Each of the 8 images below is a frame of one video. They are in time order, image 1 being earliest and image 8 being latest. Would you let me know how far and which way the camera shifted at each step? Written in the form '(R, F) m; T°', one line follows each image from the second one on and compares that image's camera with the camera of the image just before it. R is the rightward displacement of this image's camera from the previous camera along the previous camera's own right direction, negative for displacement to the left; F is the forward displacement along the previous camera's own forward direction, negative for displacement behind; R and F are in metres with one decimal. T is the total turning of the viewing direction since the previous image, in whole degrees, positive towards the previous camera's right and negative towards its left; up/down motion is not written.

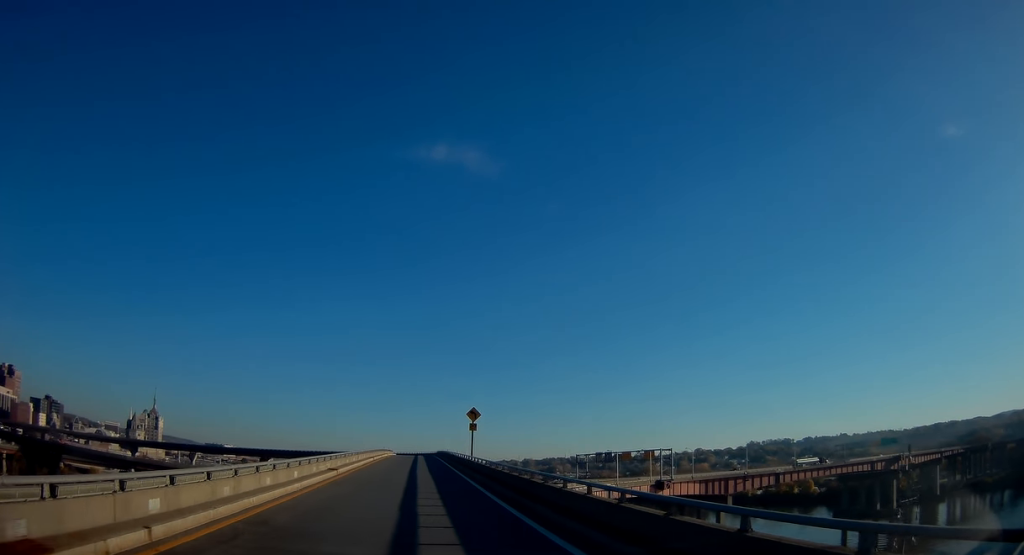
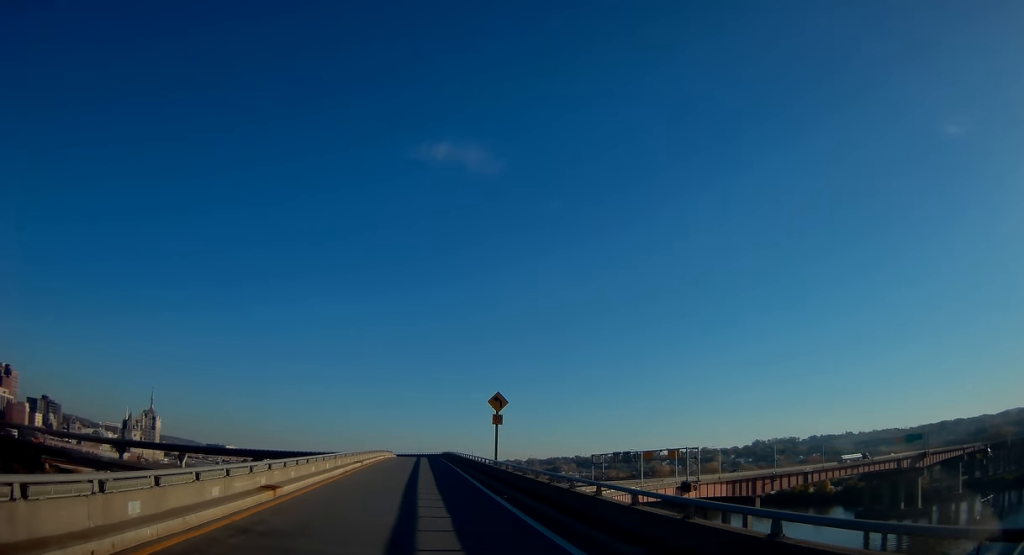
(+0.1, +14.6) m; 0°
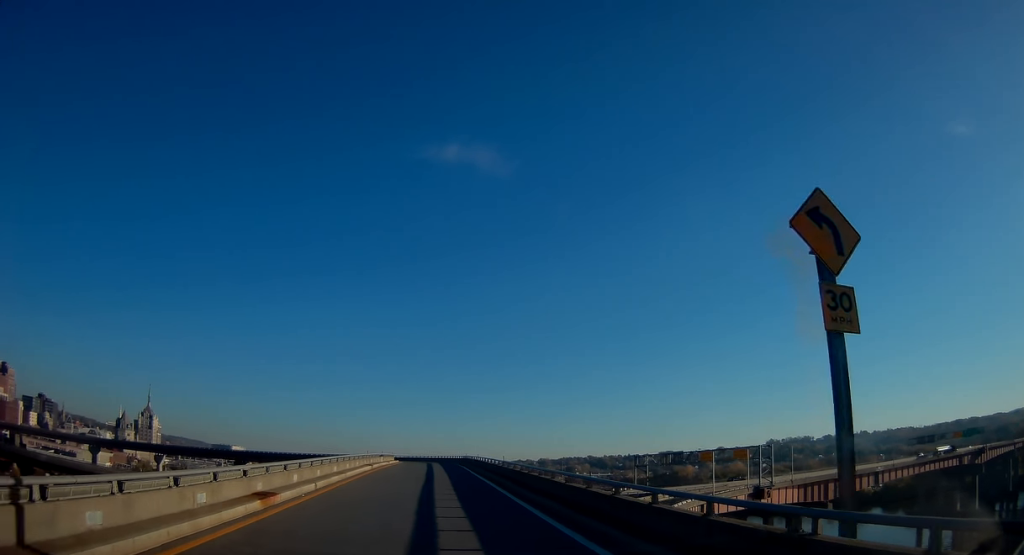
(-0.4, +29.8) m; -1°
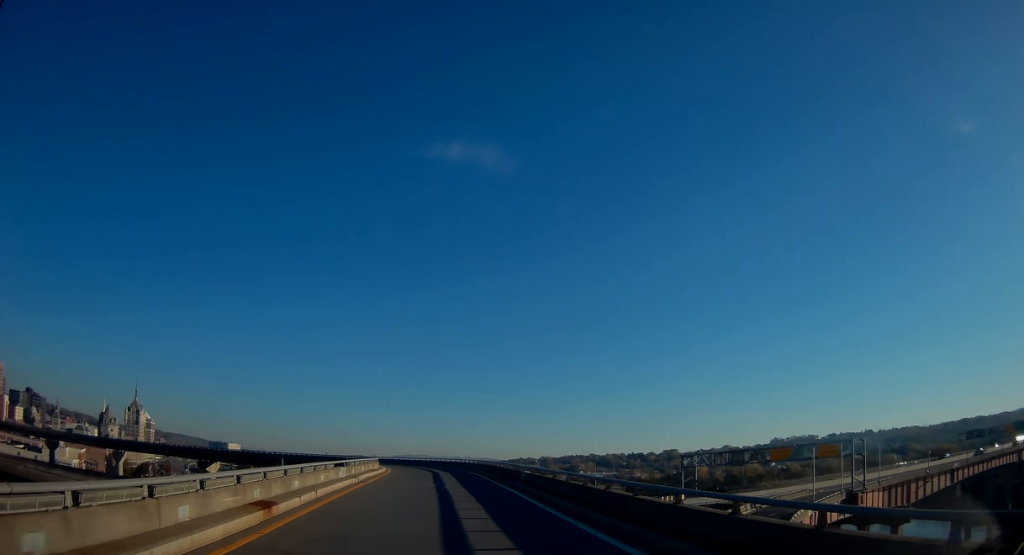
(-0.4, +29.7) m; 0°
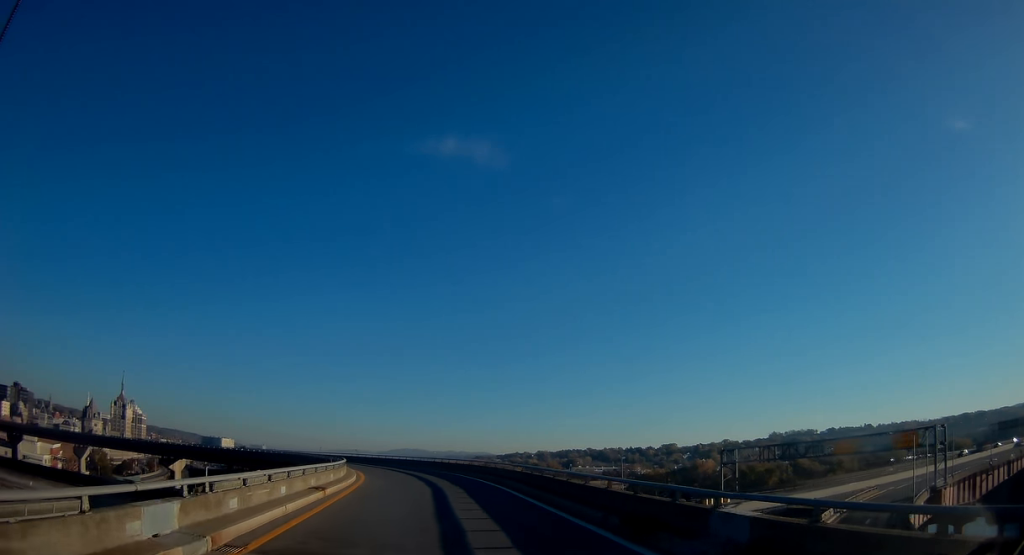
(+0.3, +20.5) m; 0°
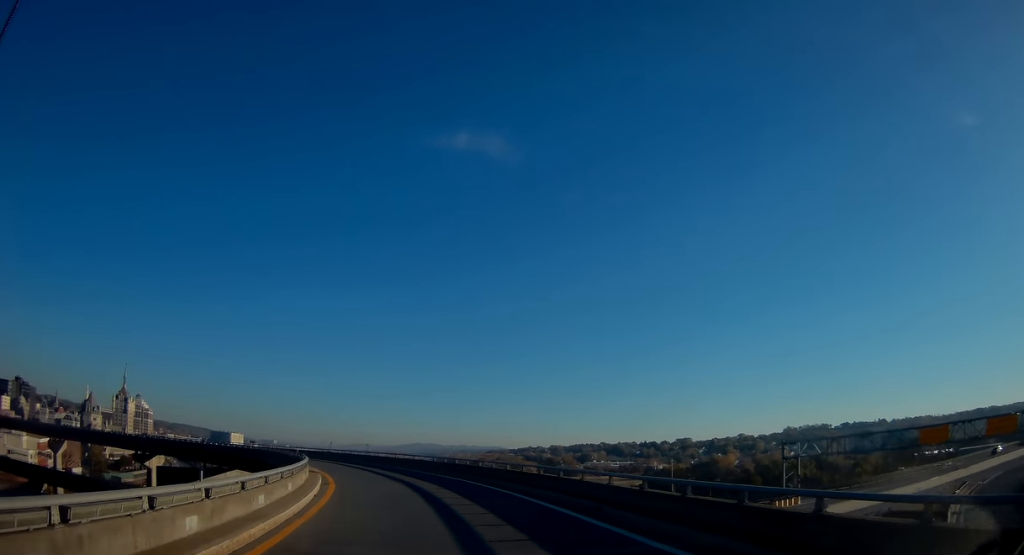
(-0.1, +17.4) m; -2°
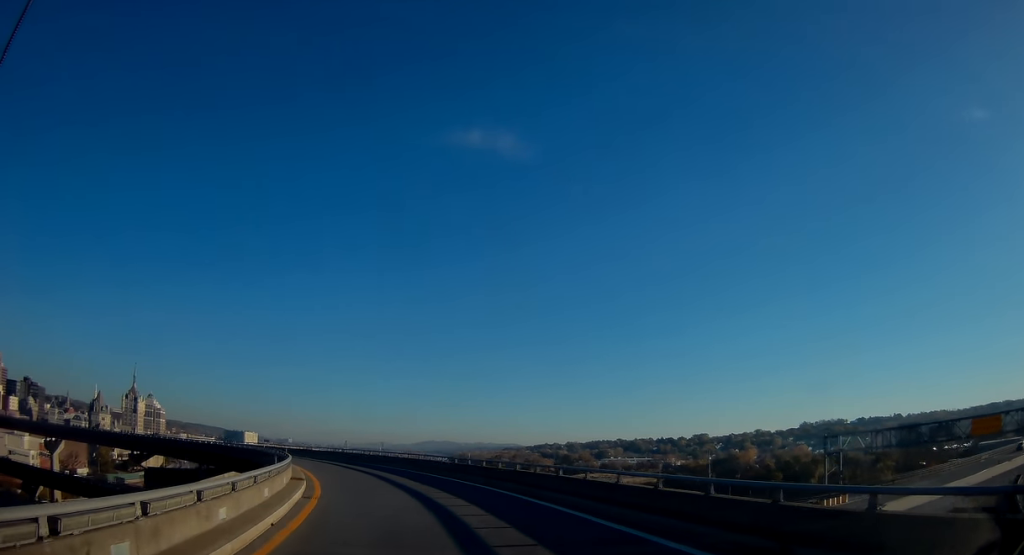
(-0.1, +7.5) m; -2°
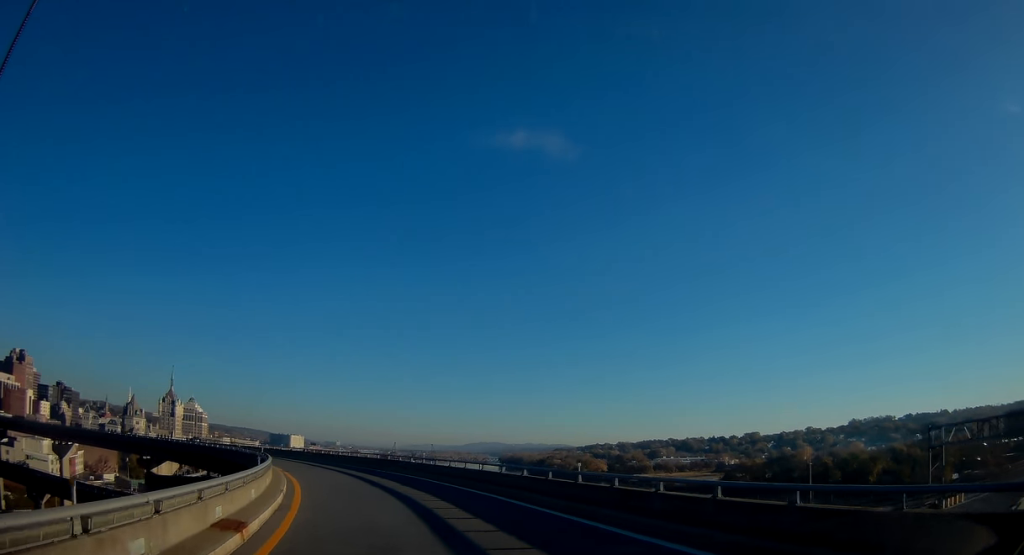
(-0.4, +13.4) m; -4°
